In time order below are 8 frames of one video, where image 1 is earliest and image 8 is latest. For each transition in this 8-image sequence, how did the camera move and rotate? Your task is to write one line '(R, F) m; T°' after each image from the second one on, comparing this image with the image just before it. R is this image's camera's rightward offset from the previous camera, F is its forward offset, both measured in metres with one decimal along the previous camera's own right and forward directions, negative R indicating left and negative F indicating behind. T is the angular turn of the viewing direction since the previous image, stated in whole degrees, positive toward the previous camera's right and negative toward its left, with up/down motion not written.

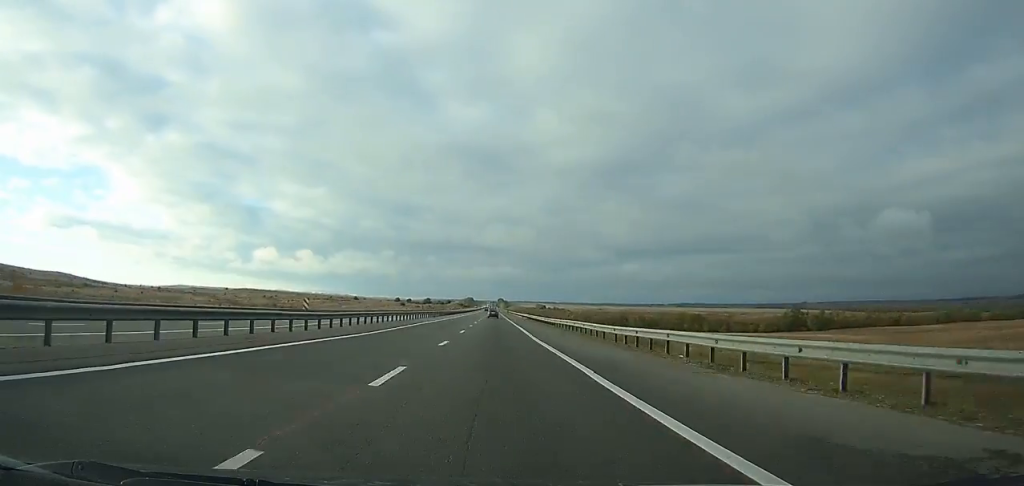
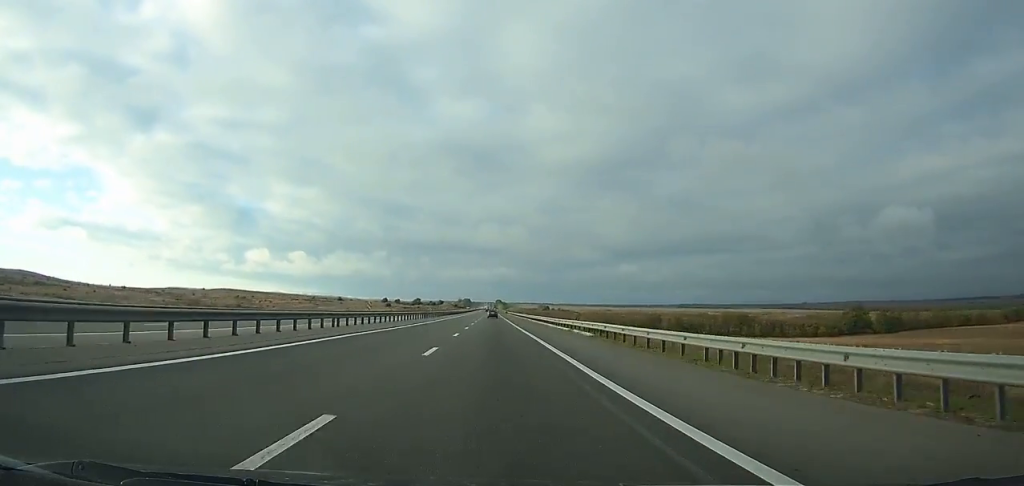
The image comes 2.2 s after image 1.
(+0.4, +64.9) m; 0°
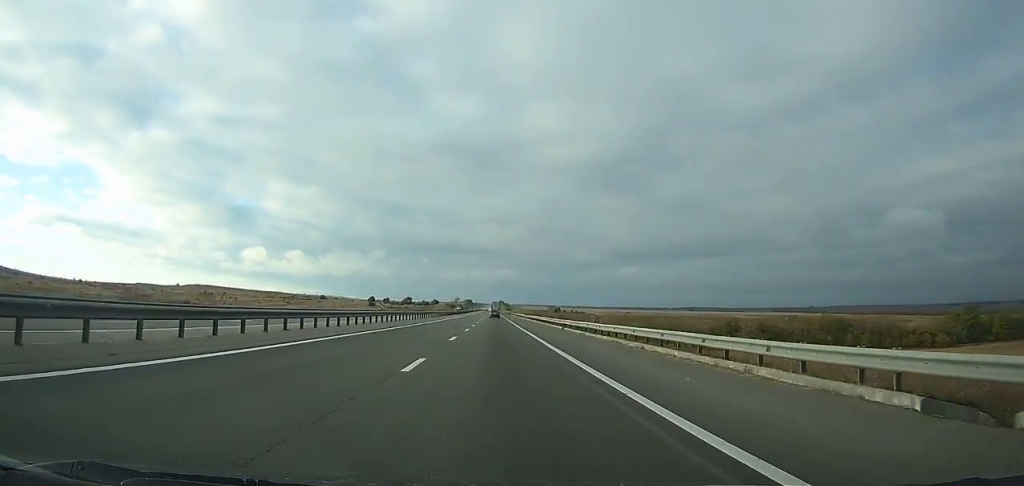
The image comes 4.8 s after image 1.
(-0.1, +76.7) m; 0°
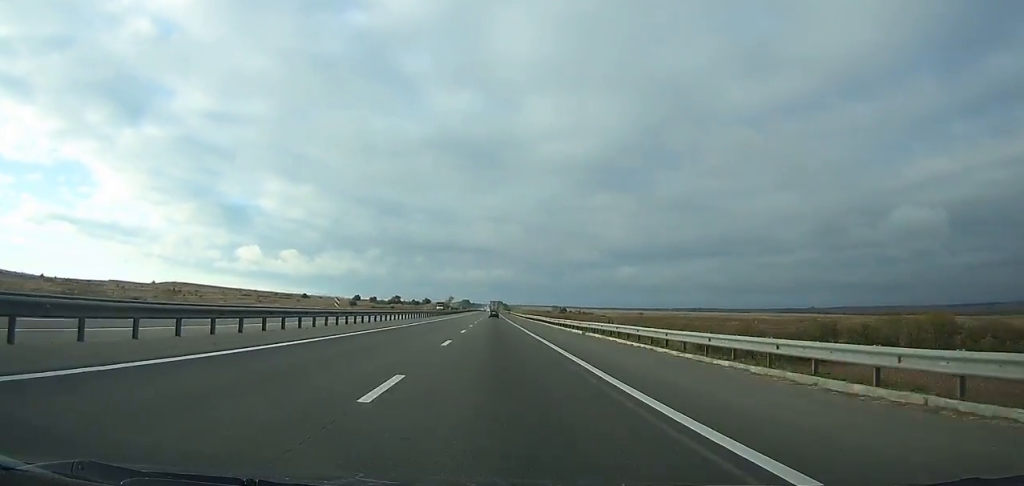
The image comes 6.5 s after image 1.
(0.0, +49.9) m; 0°
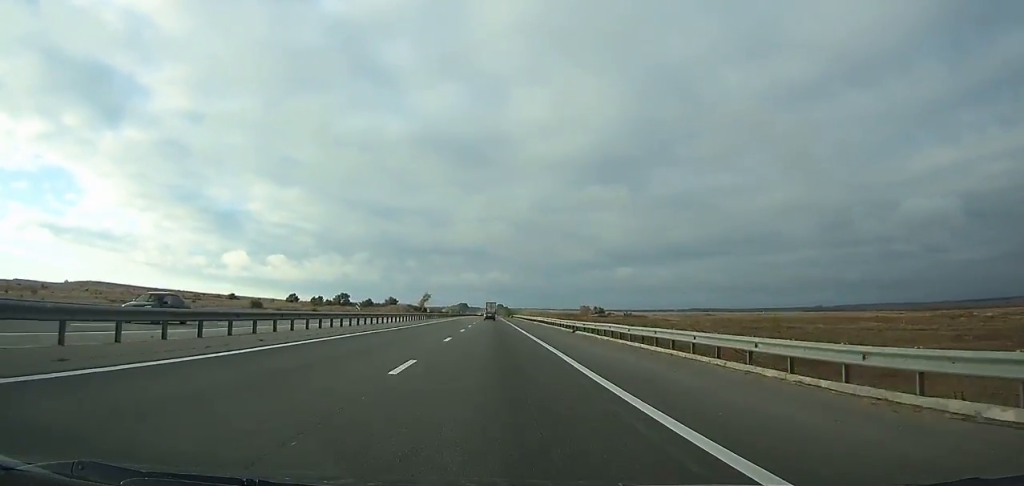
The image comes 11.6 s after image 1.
(+0.3, +148.1) m; 0°
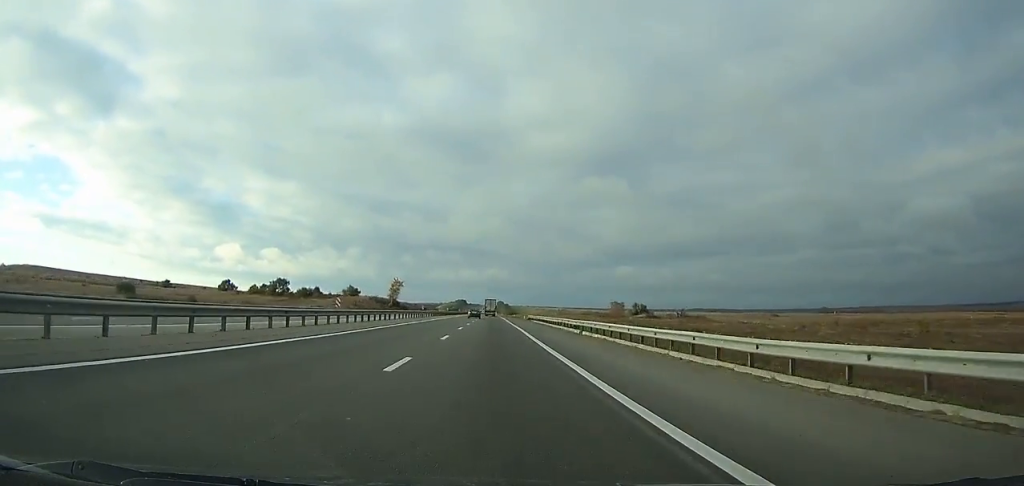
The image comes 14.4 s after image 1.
(-0.2, +82.2) m; 0°
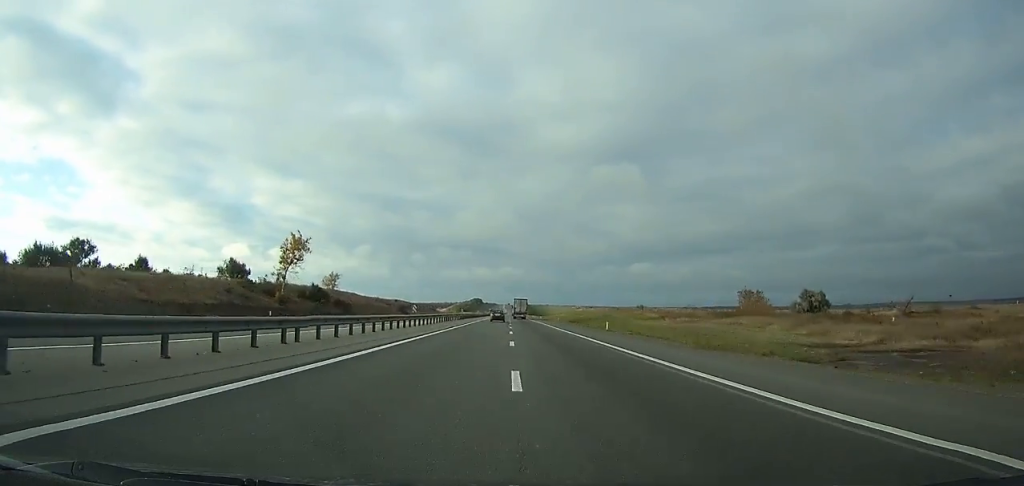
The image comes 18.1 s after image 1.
(-0.8, +114.7) m; -1°
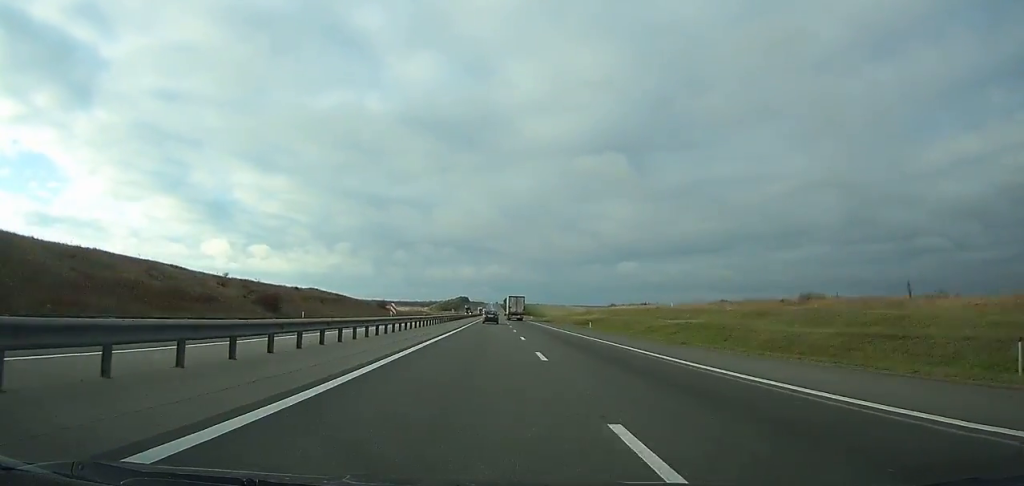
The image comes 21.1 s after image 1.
(-0.3, +93.5) m; 0°
